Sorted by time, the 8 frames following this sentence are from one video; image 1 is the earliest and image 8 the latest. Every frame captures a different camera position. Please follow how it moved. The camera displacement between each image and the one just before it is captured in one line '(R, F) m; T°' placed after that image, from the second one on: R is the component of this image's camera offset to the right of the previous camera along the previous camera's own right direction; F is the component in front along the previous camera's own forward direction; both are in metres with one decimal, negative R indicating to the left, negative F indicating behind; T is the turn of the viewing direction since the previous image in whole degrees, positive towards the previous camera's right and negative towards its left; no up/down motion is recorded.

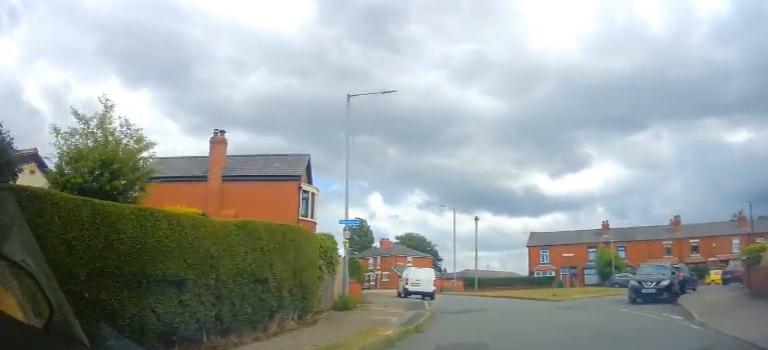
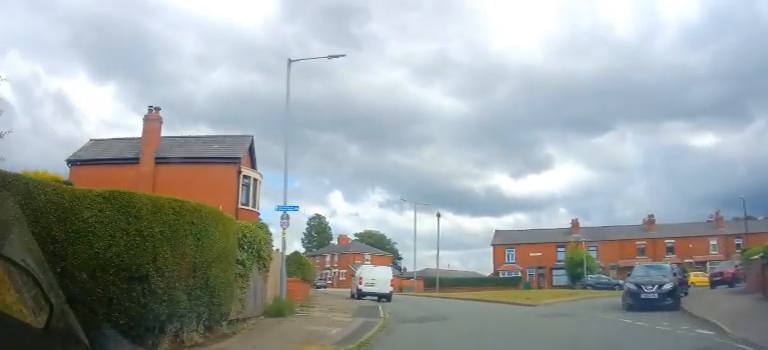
(-0.1, +2.8) m; +4°
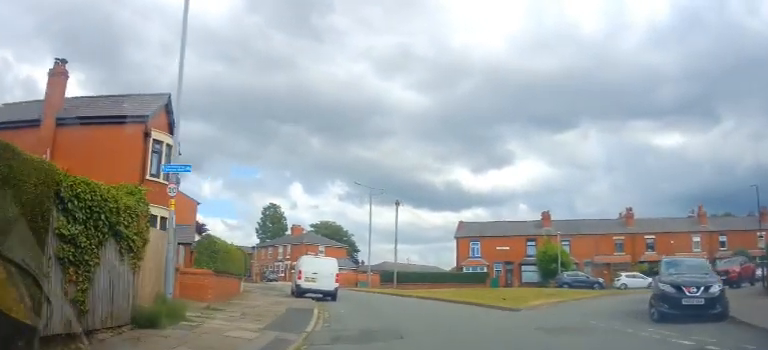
(+0.5, +4.4) m; +6°
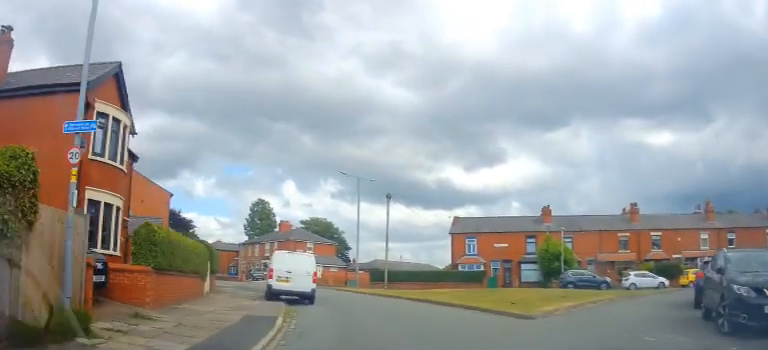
(0.0, +3.0) m; 0°
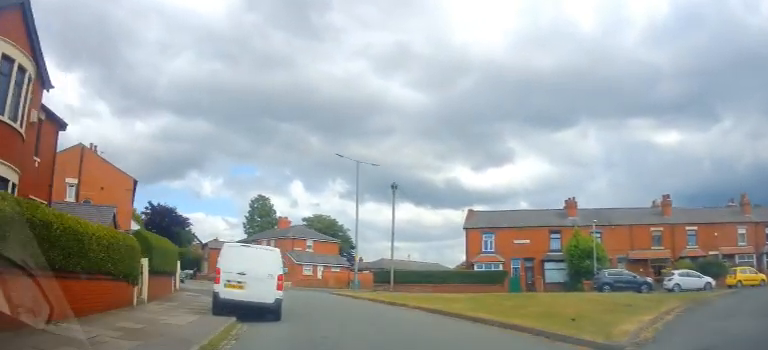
(0.0, +5.5) m; 0°
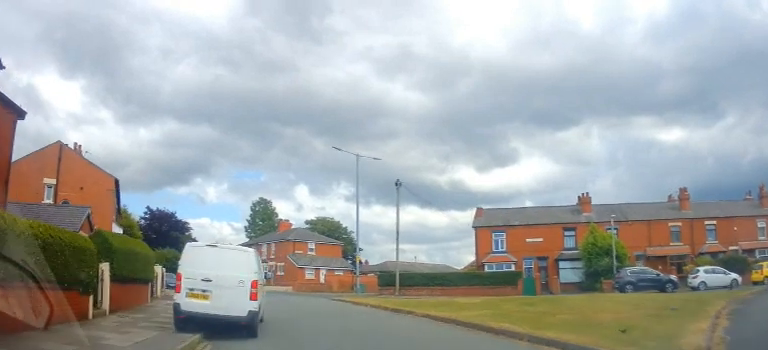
(0.0, +2.5) m; 0°
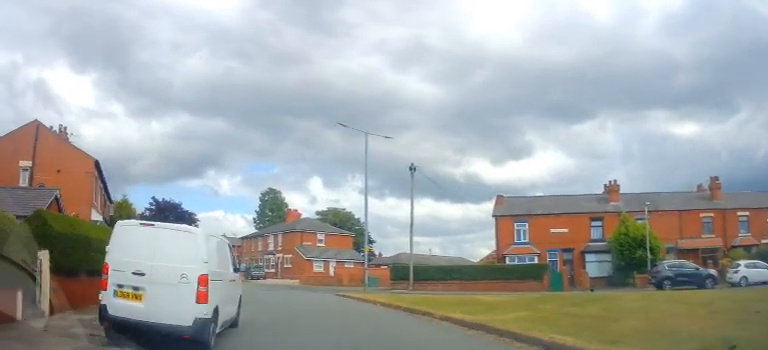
(0.0, +3.1) m; 0°
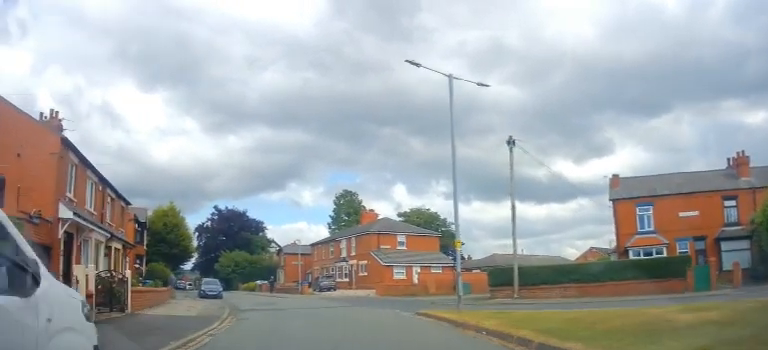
(-0.6, +7.6) m; -13°
